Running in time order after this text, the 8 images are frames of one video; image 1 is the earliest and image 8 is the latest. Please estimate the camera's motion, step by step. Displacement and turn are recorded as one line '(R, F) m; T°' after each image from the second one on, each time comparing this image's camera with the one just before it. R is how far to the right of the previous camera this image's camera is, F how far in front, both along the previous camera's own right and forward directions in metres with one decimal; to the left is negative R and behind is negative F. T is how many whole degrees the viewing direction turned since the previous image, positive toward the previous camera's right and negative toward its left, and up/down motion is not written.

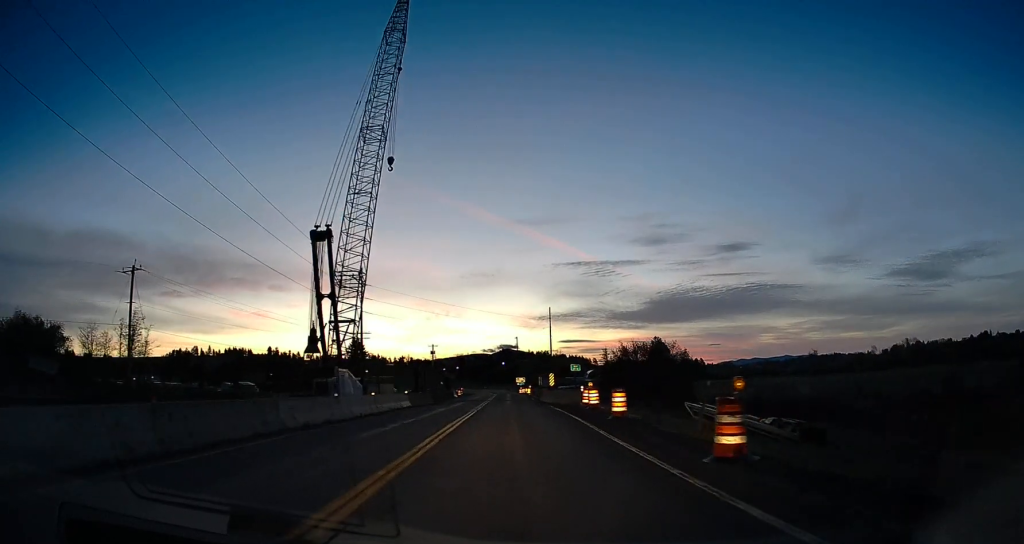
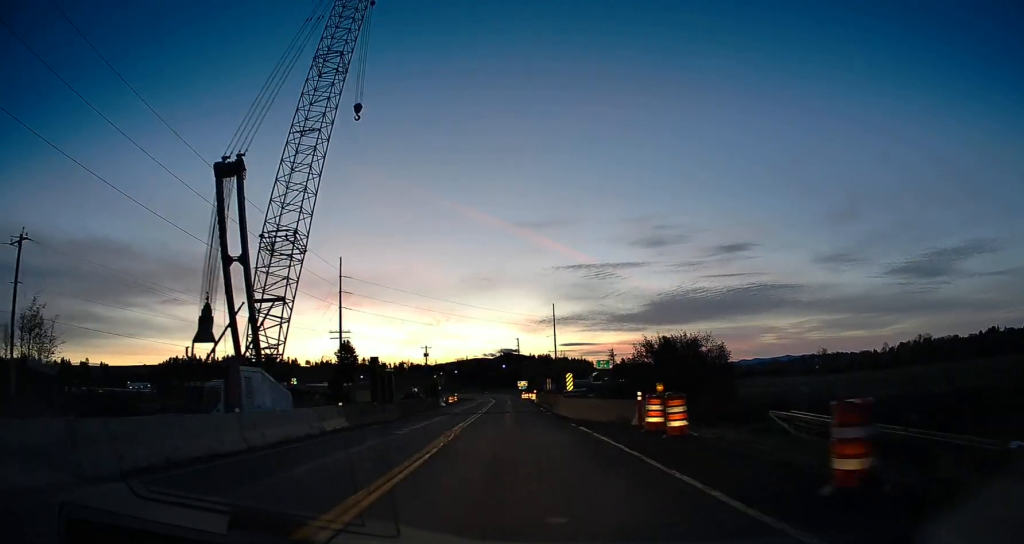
(-0.1, +14.5) m; -1°
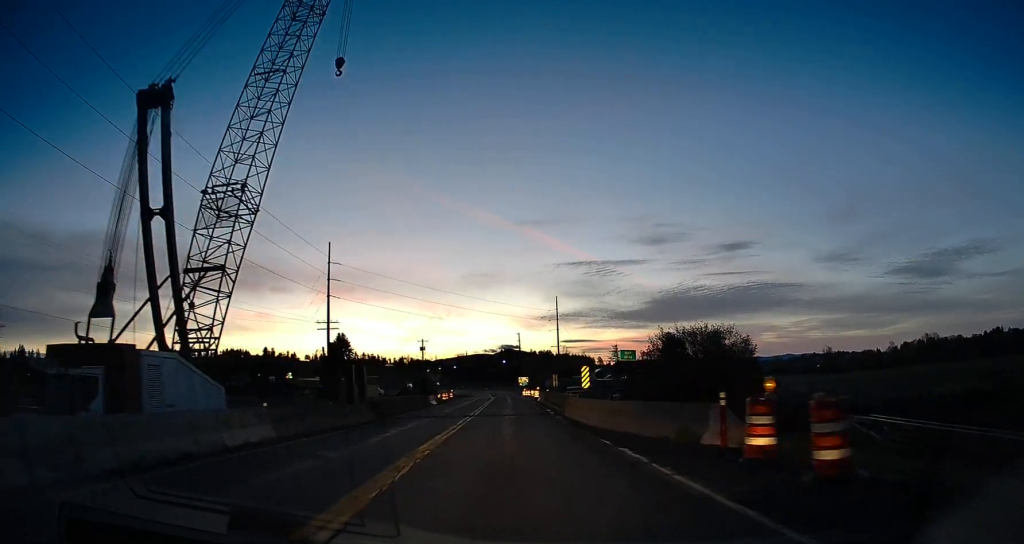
(-0.1, +7.2) m; 0°
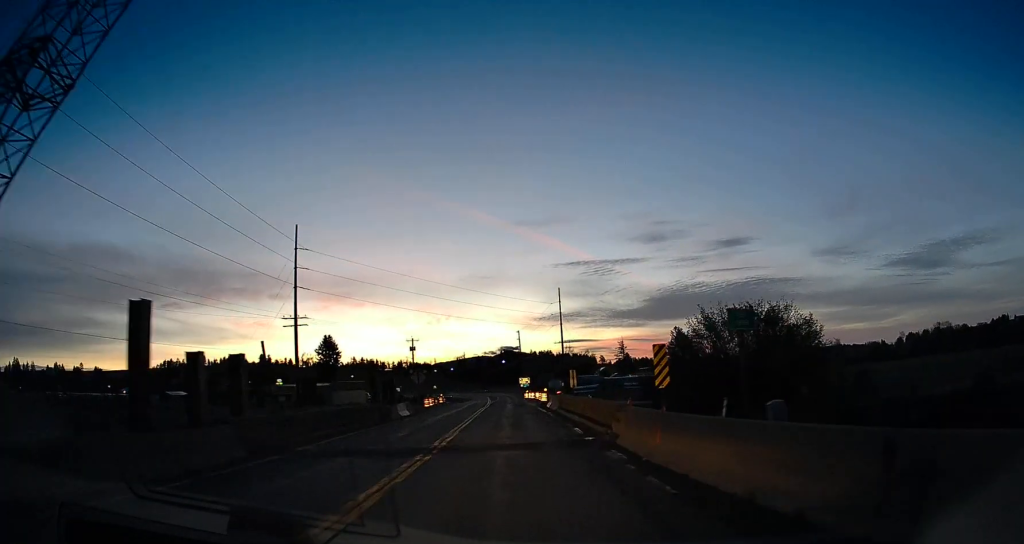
(0.0, +13.9) m; +1°
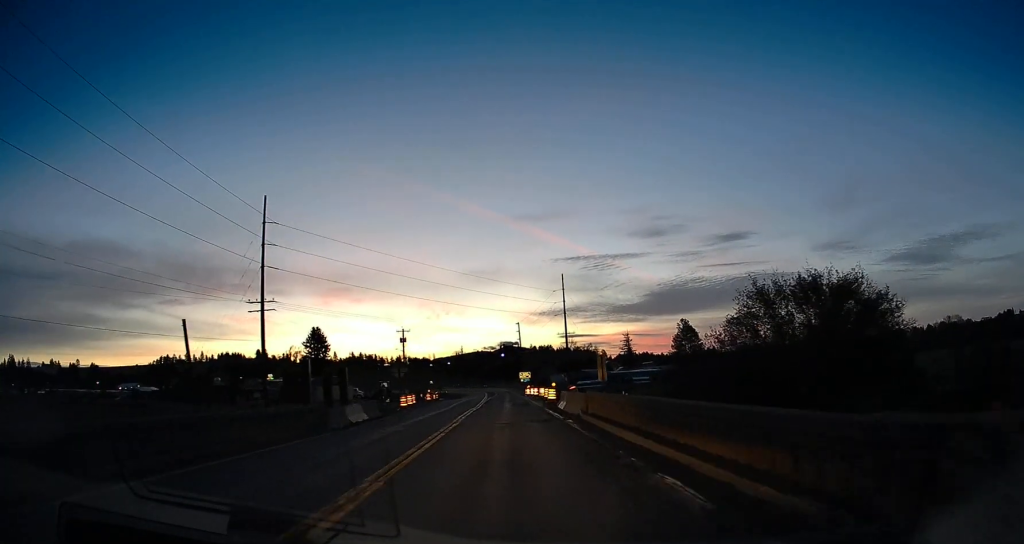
(+0.3, +10.9) m; +1°
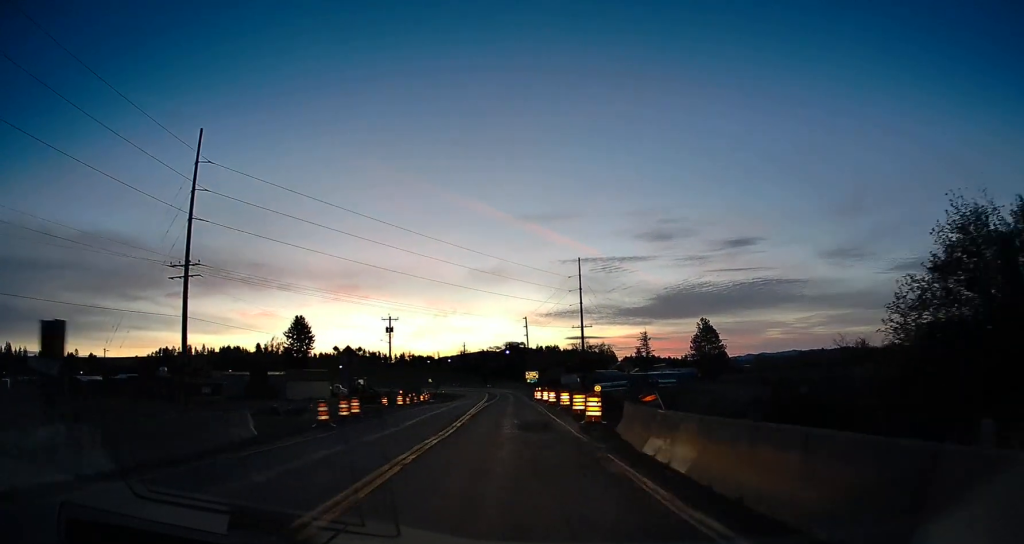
(0.0, +18.7) m; 0°
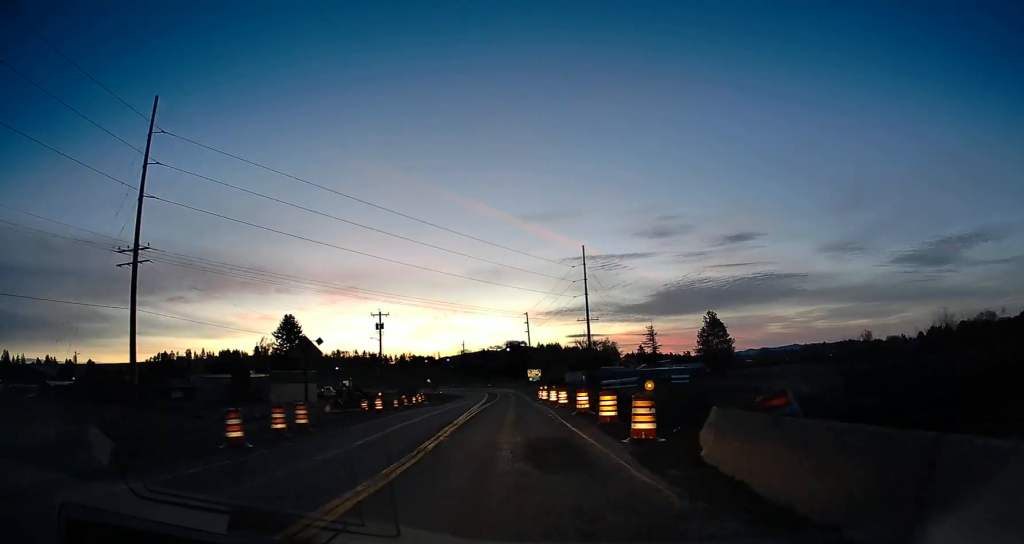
(0.0, +7.8) m; 0°
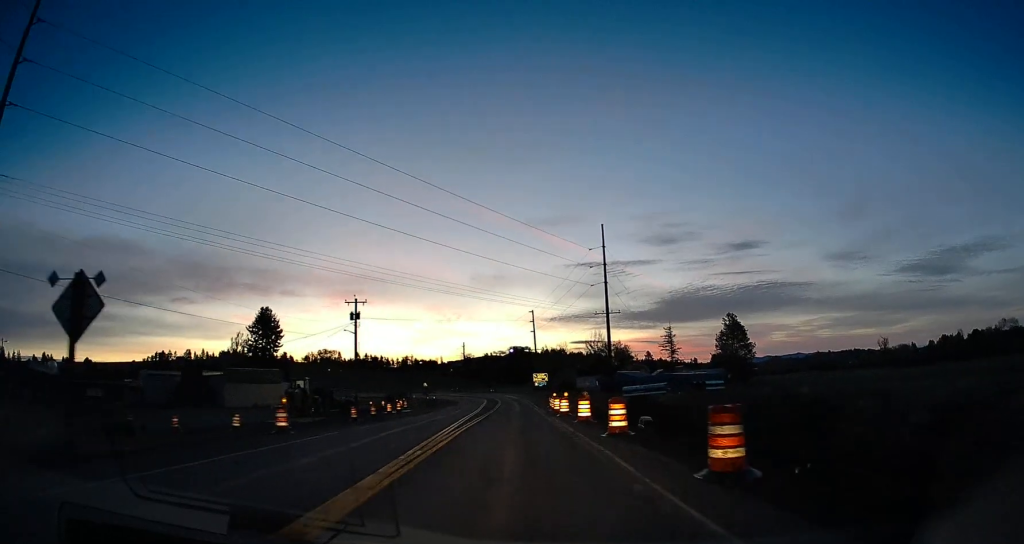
(-0.1, +16.9) m; -1°
